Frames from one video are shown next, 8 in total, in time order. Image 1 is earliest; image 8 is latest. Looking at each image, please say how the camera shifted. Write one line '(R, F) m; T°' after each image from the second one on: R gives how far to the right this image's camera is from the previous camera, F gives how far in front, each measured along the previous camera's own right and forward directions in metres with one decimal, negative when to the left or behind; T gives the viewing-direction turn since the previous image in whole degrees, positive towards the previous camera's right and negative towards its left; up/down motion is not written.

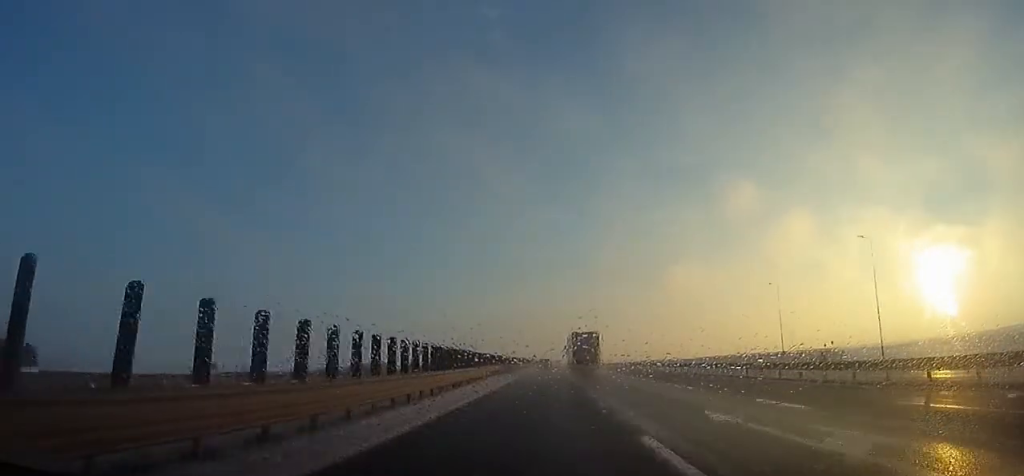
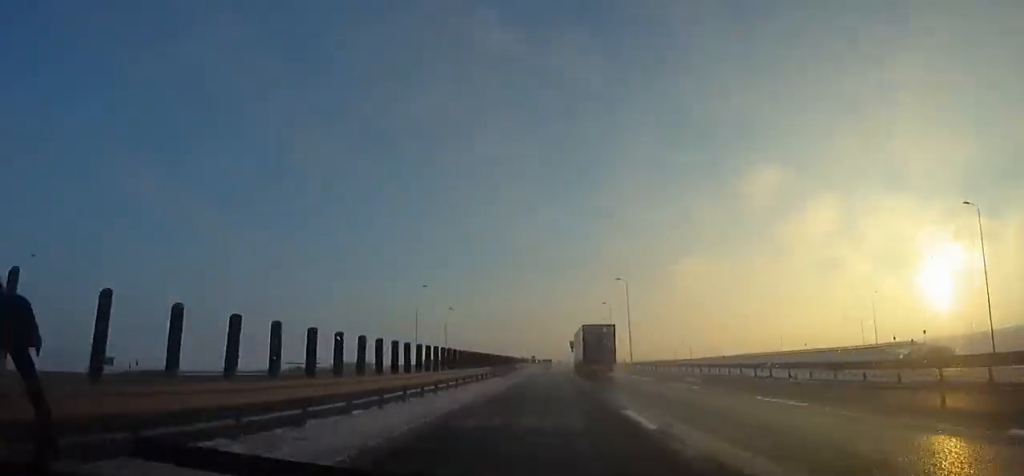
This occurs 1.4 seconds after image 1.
(+0.2, +44.1) m; 0°
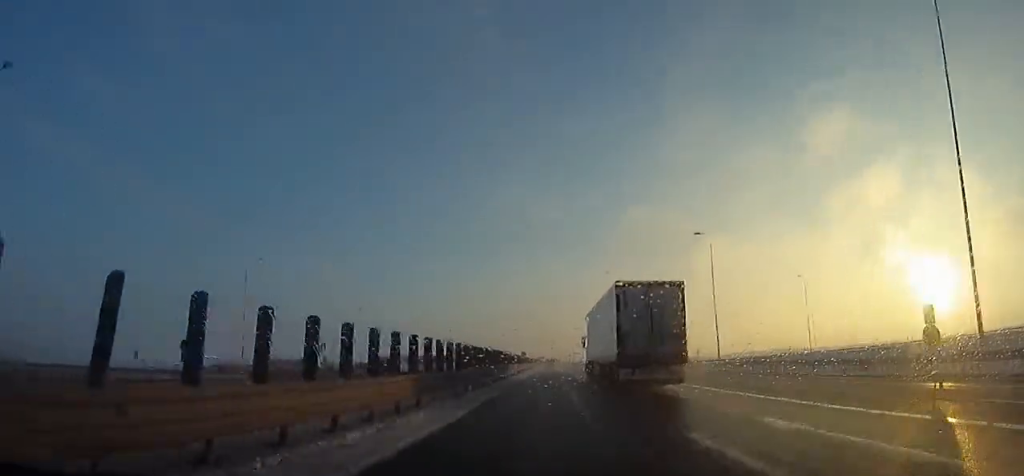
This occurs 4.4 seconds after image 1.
(0.0, +94.8) m; +1°
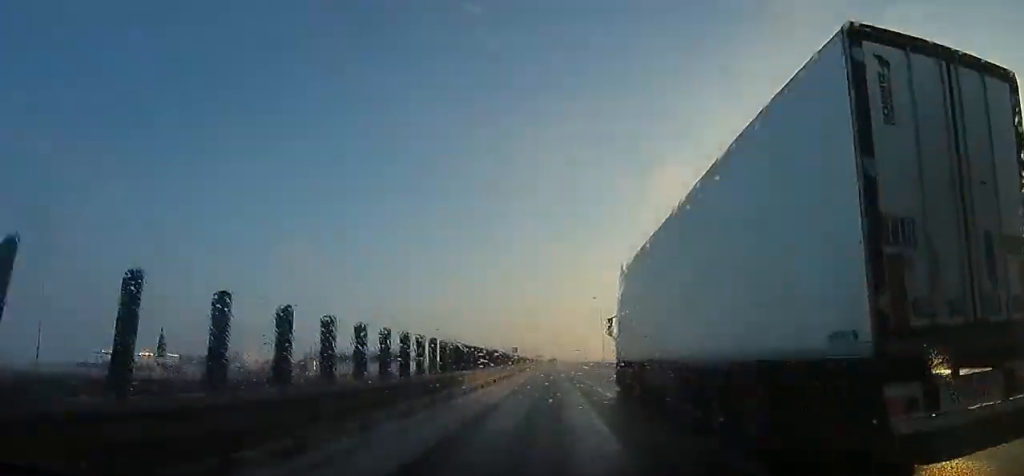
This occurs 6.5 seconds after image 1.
(+0.3, +66.2) m; 0°
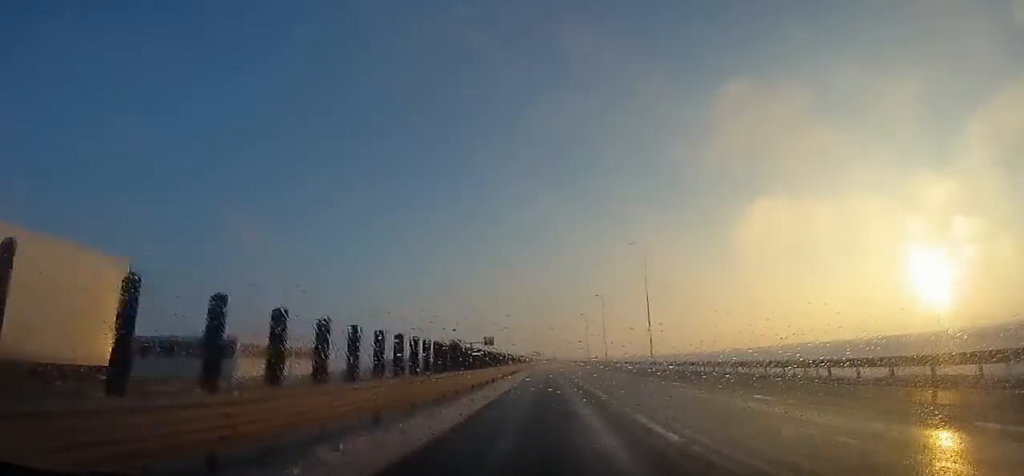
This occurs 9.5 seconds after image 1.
(0.0, +93.2) m; 0°
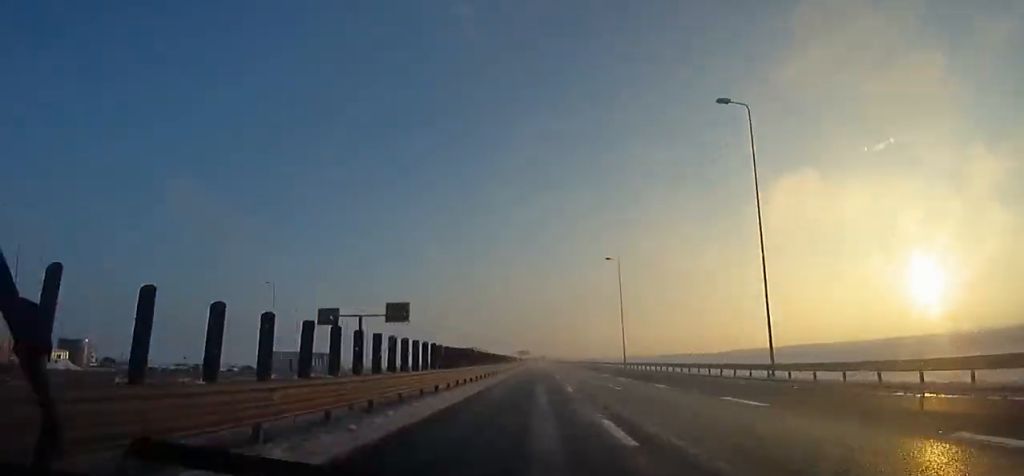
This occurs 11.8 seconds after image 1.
(0.0, +71.9) m; 0°
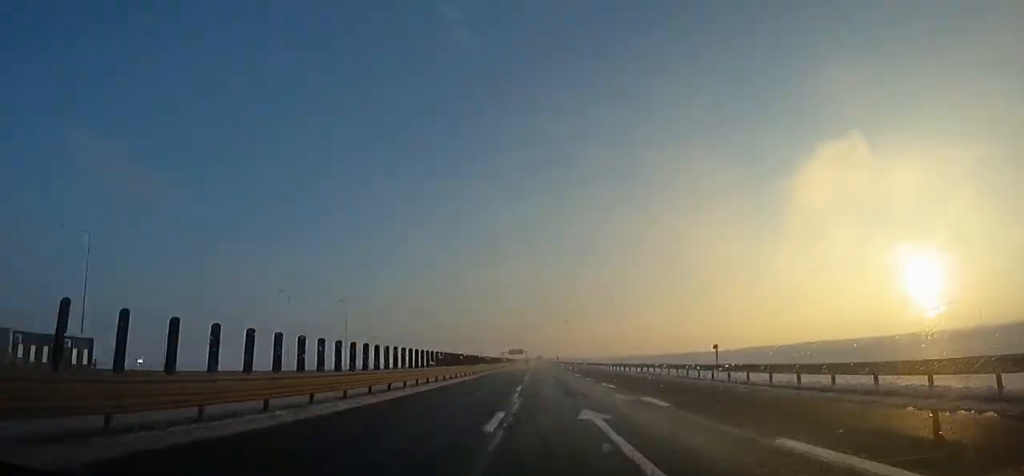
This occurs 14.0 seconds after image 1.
(+0.1, +69.8) m; 0°
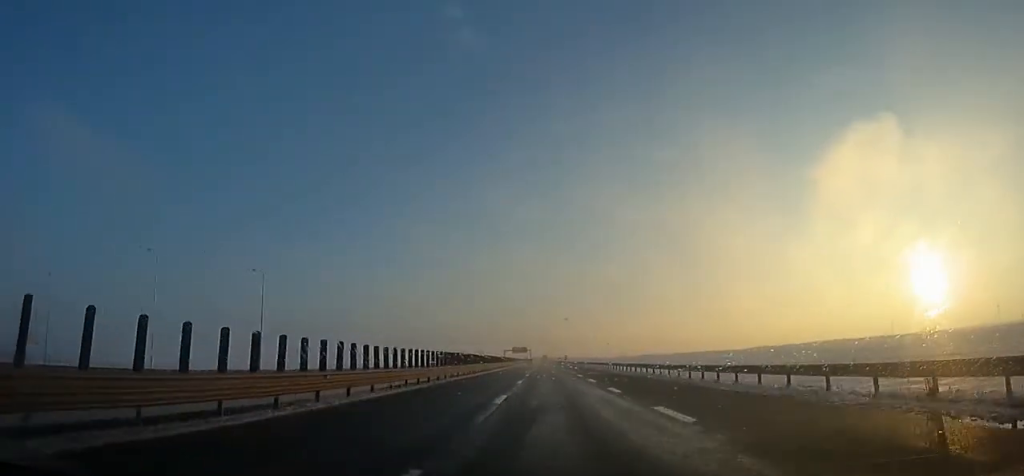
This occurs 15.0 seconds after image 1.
(0.0, +30.4) m; 0°
